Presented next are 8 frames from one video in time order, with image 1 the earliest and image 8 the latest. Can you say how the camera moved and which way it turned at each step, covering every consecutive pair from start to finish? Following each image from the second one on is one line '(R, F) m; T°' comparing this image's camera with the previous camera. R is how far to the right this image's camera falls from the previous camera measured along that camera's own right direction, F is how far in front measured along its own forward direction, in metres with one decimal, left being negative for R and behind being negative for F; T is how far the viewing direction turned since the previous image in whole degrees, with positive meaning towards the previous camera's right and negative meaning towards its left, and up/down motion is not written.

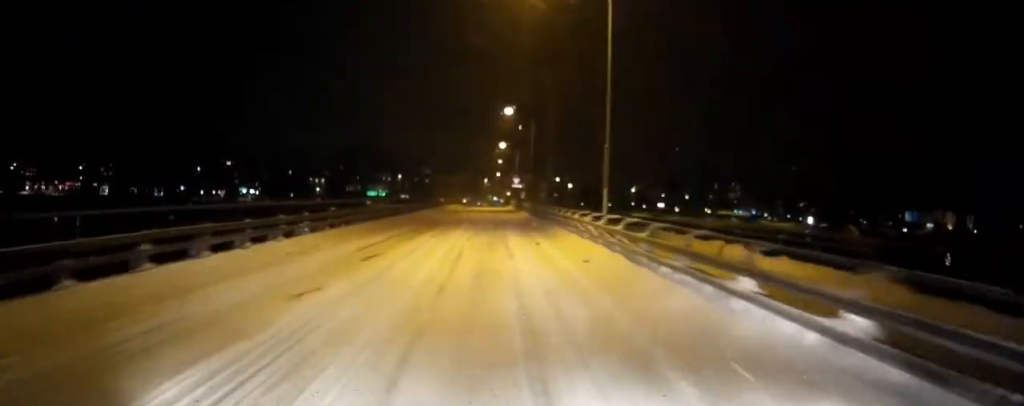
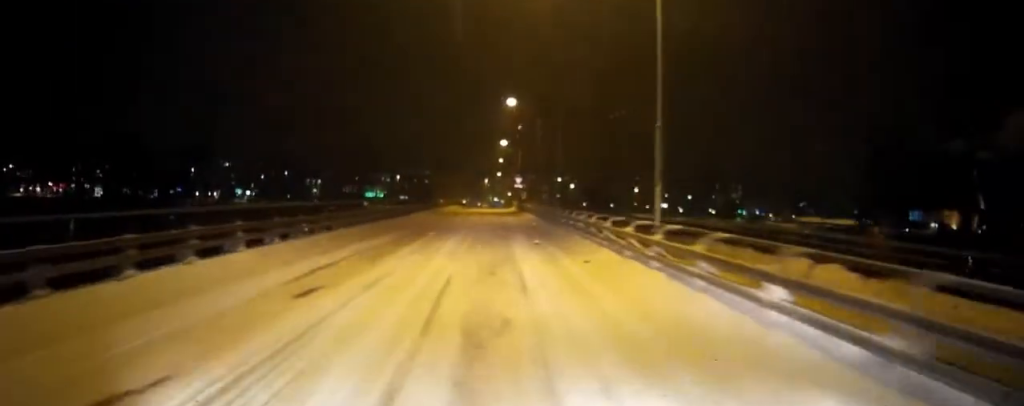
(0.0, +4.6) m; 0°
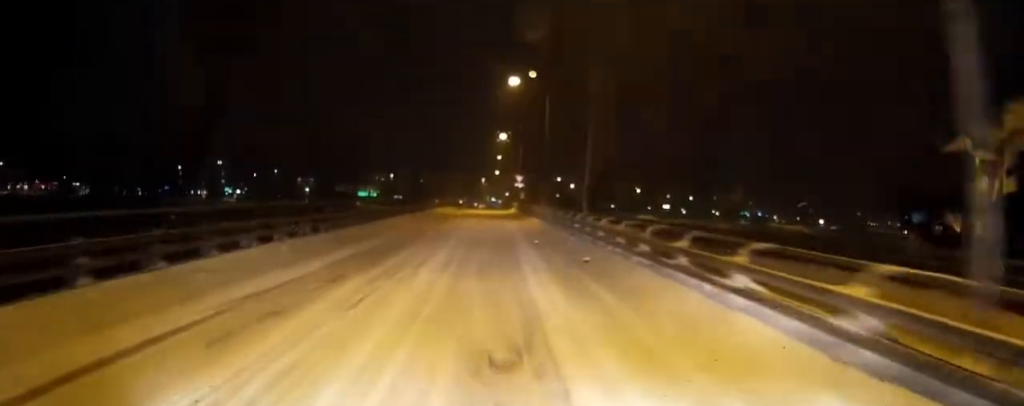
(0.0, +7.4) m; 0°
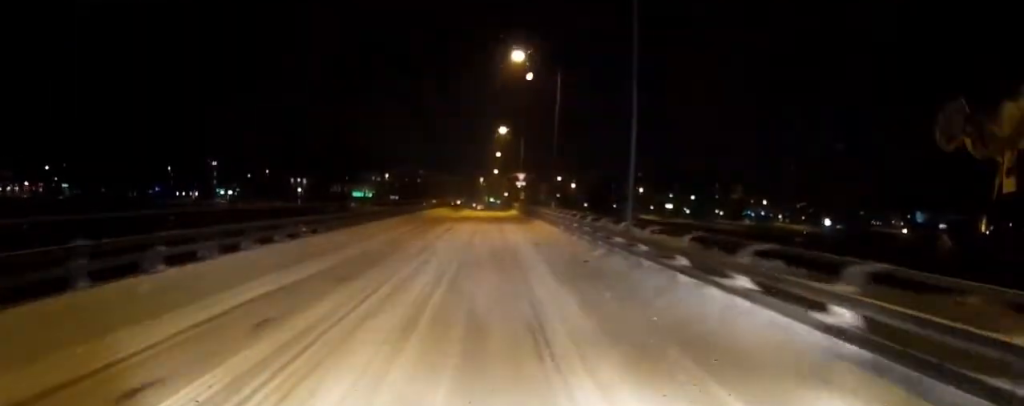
(0.0, +6.0) m; 0°
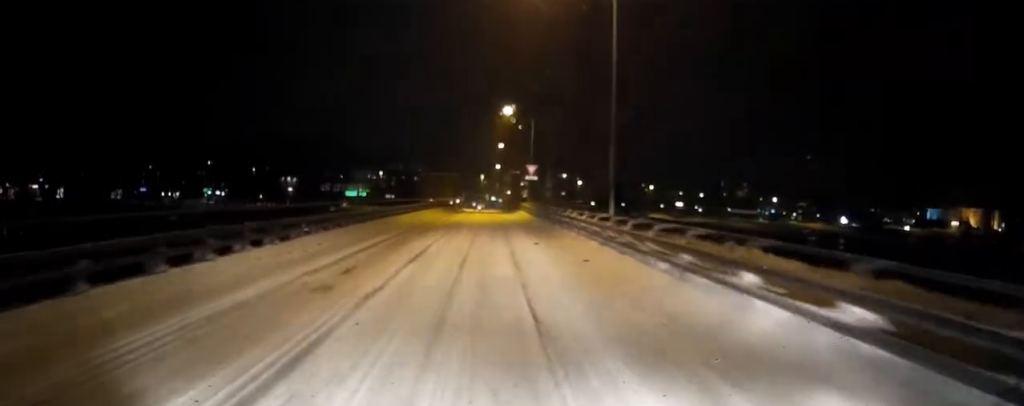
(0.0, +12.2) m; +1°
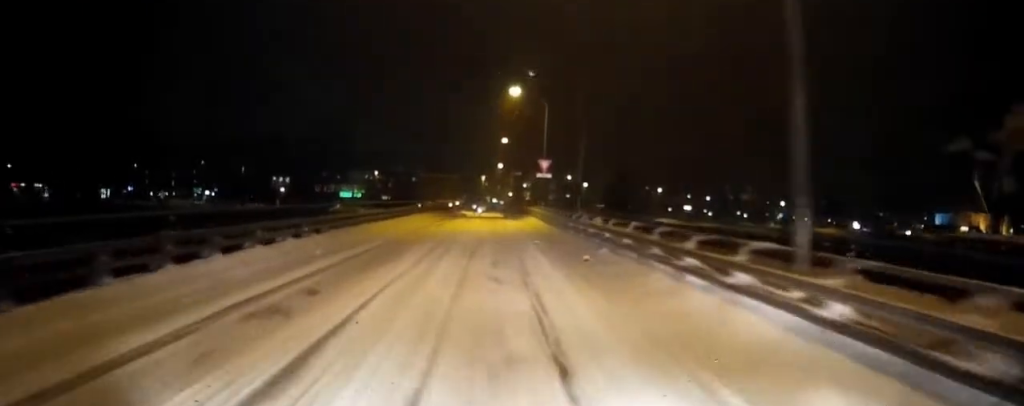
(+0.1, +9.1) m; 0°
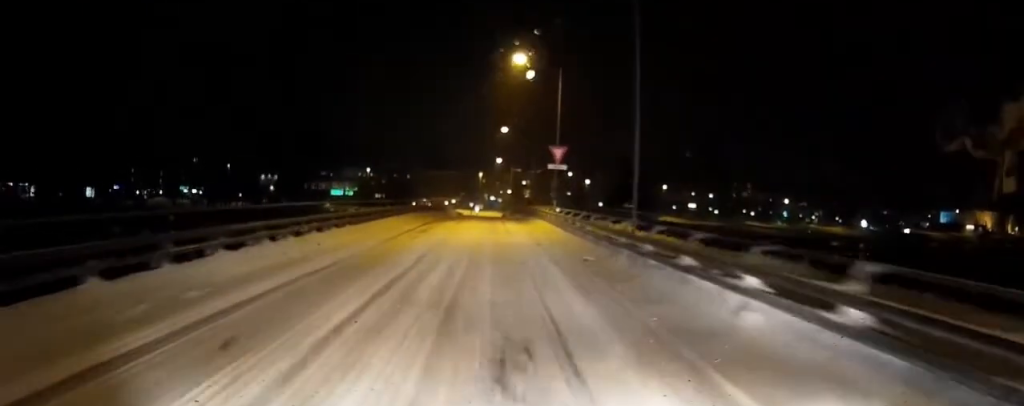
(+0.1, +8.0) m; 0°
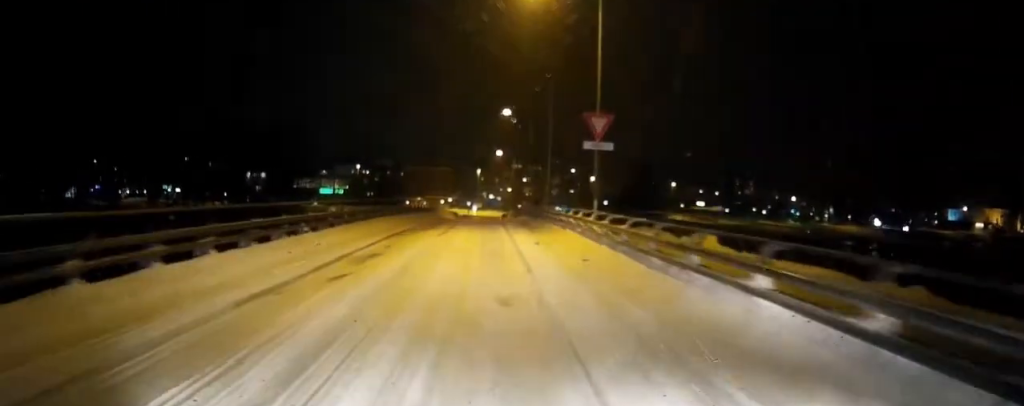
(-0.2, +10.1) m; -1°
